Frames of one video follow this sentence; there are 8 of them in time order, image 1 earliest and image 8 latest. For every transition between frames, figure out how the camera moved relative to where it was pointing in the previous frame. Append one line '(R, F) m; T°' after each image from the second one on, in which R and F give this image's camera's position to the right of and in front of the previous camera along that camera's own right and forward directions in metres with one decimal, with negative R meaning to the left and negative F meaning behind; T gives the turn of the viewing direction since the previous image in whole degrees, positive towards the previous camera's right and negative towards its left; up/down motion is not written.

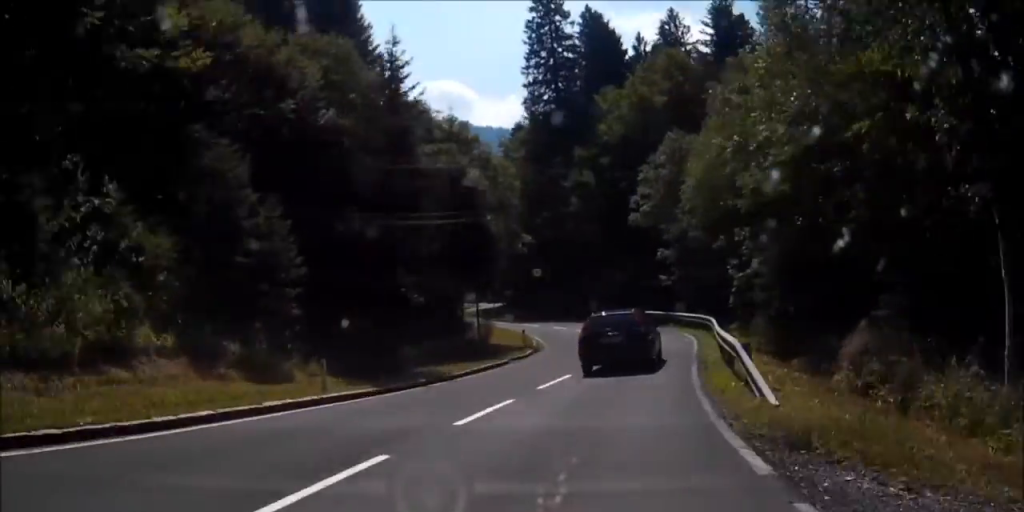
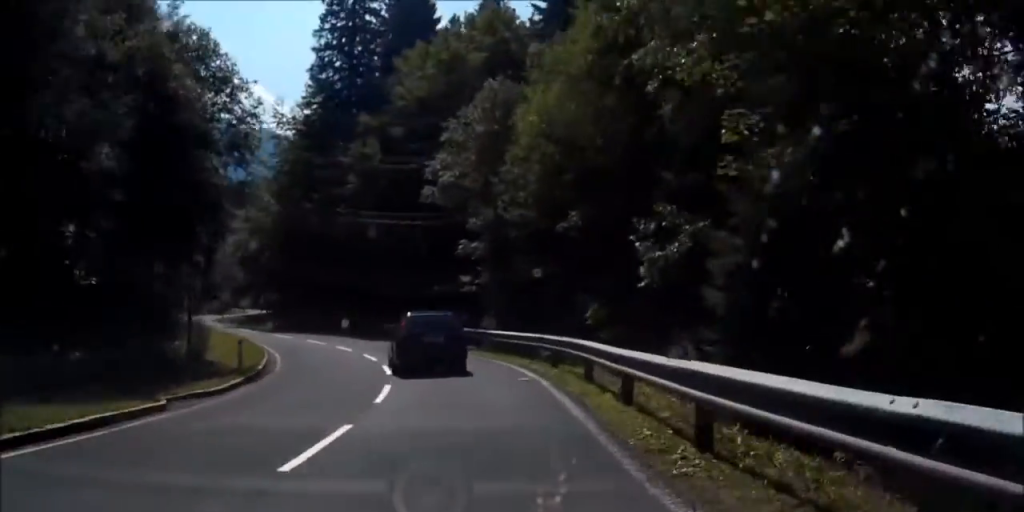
(+2.6, +13.3) m; +2°
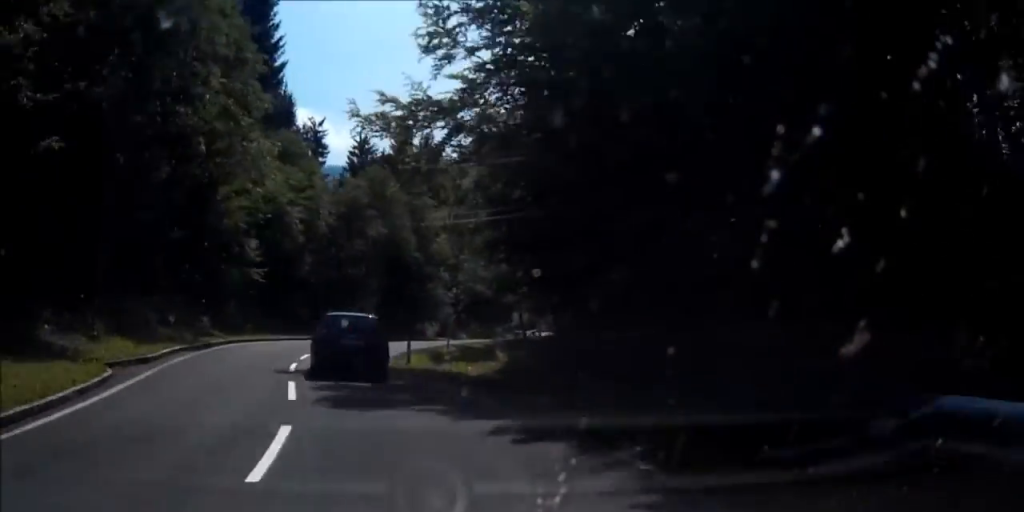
(-10.7, +32.8) m; -26°
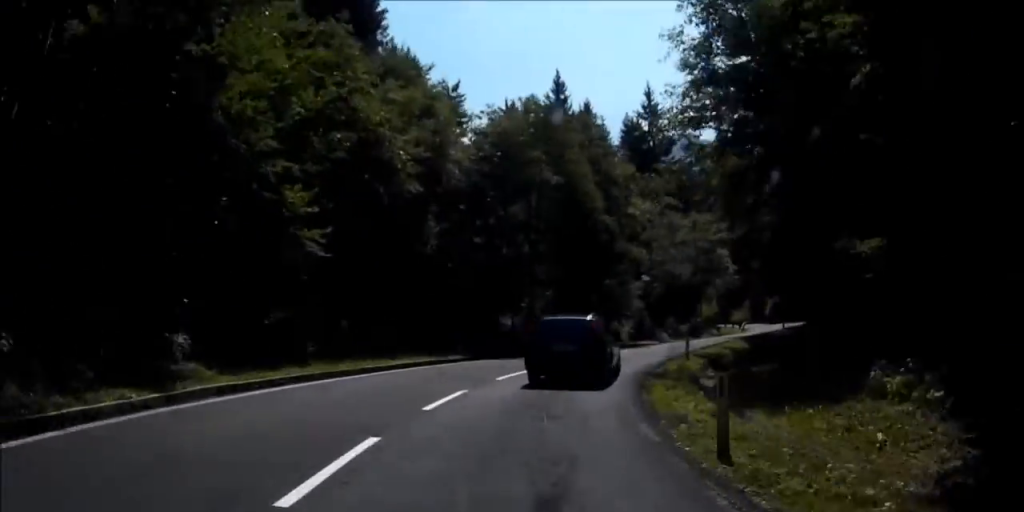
(-0.2, +18.5) m; +6°
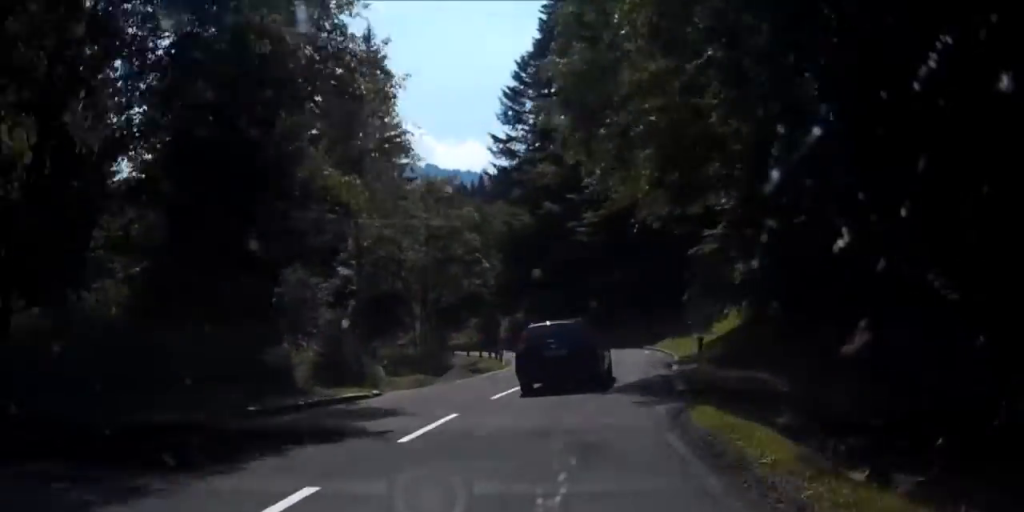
(+4.0, +25.1) m; +20°
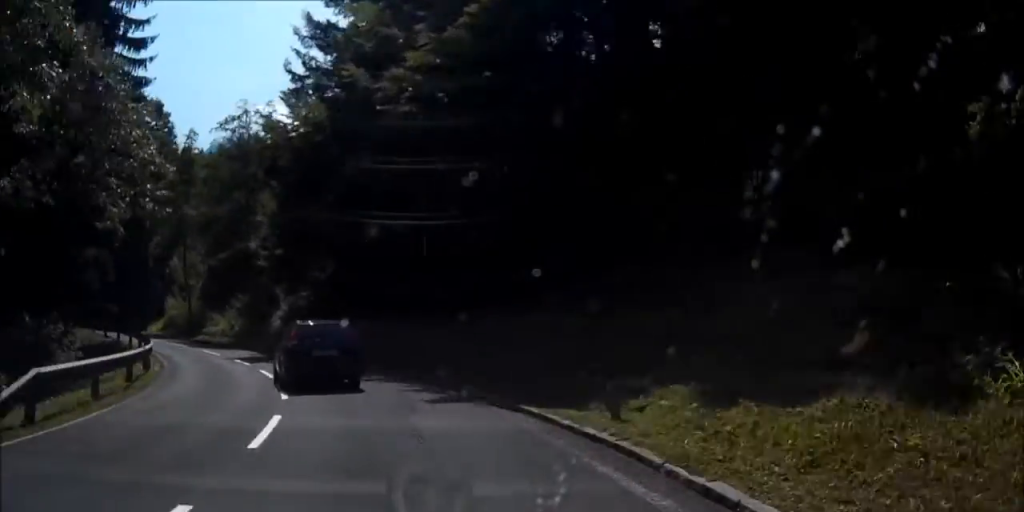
(-0.2, +29.1) m; -14°
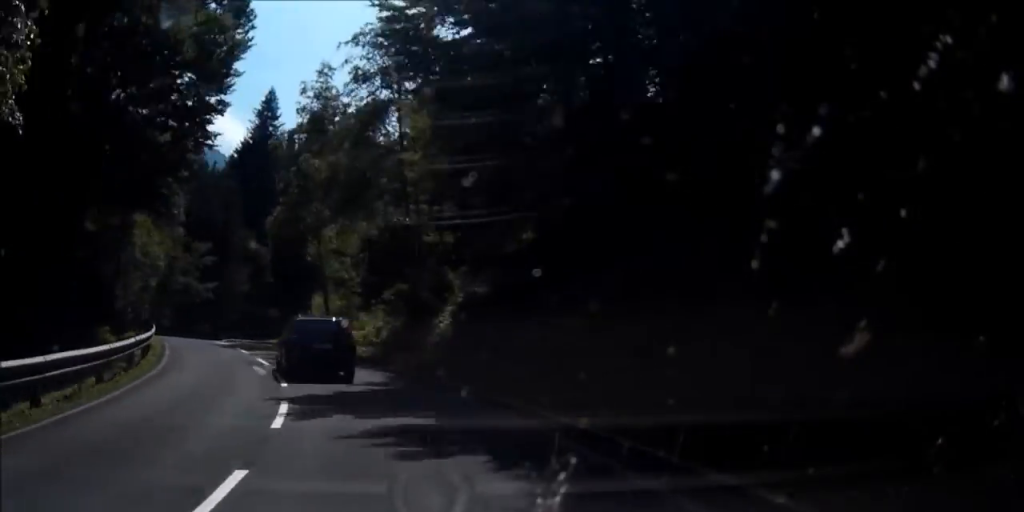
(-2.4, +15.8) m; -15°
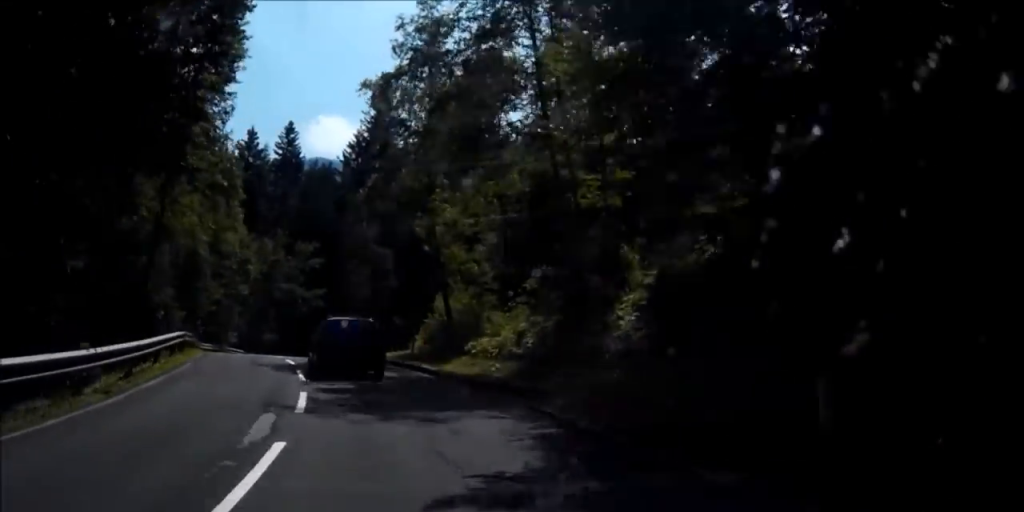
(-0.6, +10.1) m; -7°
